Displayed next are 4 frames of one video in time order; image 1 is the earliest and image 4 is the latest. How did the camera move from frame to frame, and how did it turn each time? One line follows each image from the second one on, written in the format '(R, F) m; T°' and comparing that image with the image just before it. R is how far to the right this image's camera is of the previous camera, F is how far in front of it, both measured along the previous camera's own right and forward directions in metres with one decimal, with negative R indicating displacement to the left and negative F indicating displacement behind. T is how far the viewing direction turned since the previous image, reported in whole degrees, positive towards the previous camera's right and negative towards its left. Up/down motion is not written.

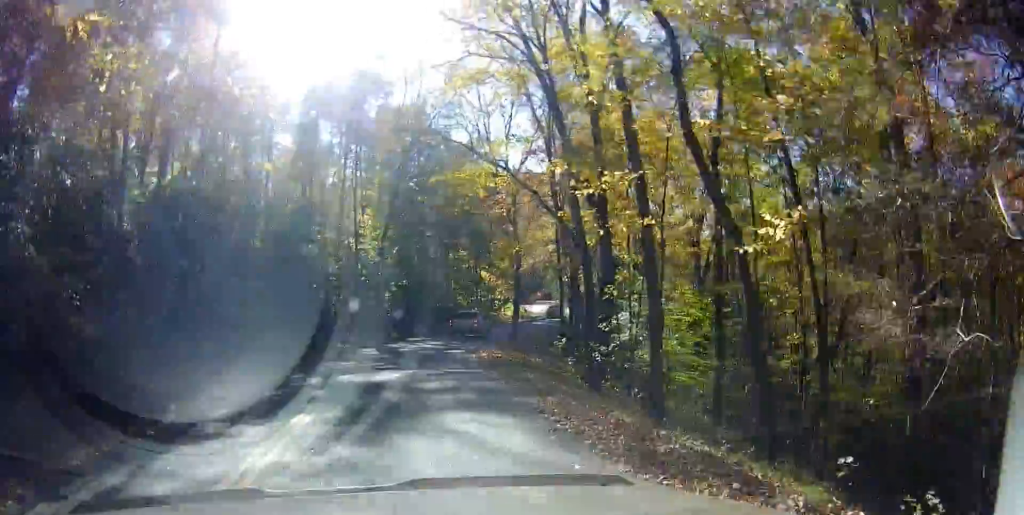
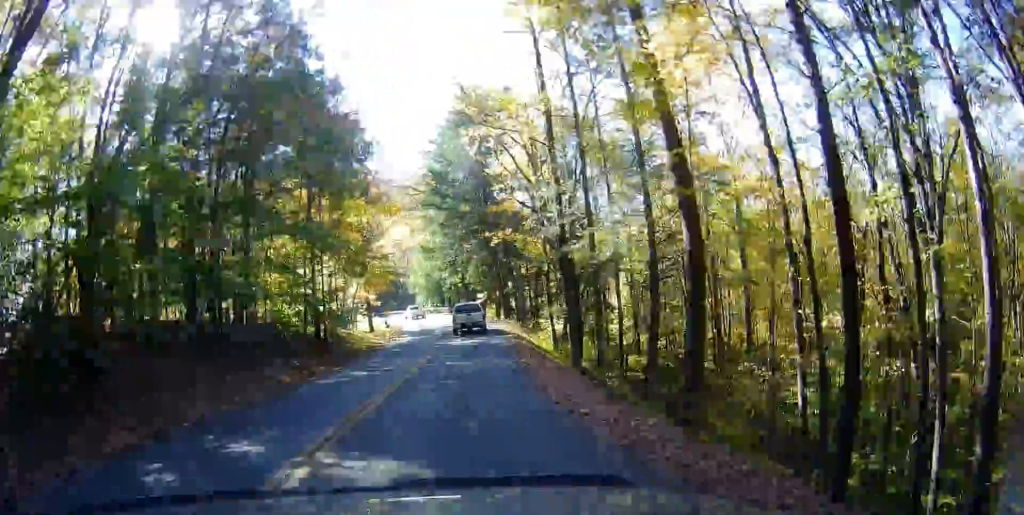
(-3.0, +30.3) m; -11°
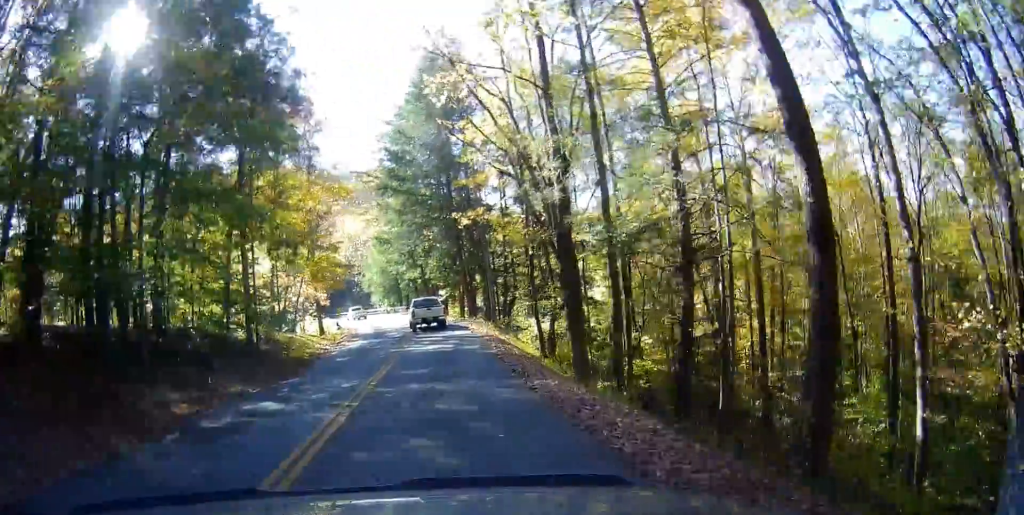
(+1.0, +6.7) m; +8°
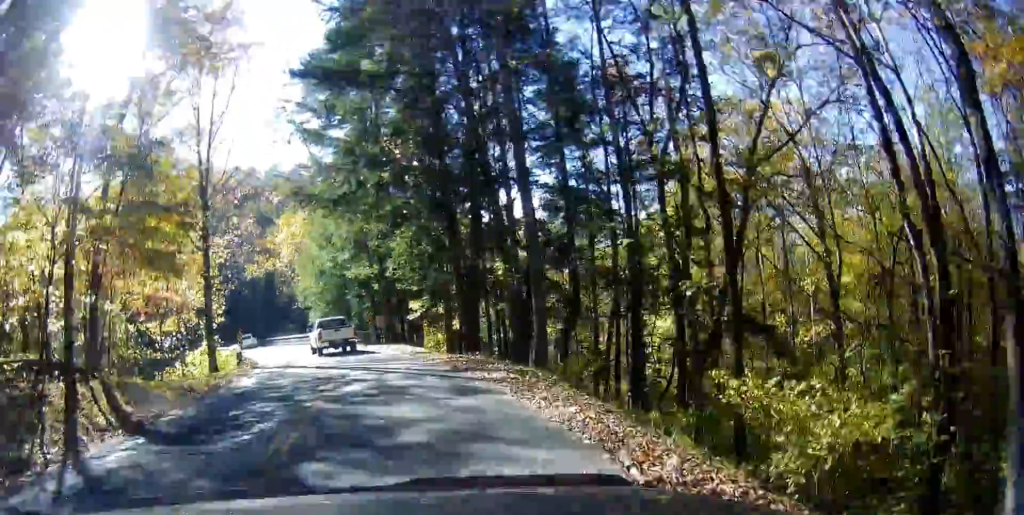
(+2.3, +24.0) m; +4°
